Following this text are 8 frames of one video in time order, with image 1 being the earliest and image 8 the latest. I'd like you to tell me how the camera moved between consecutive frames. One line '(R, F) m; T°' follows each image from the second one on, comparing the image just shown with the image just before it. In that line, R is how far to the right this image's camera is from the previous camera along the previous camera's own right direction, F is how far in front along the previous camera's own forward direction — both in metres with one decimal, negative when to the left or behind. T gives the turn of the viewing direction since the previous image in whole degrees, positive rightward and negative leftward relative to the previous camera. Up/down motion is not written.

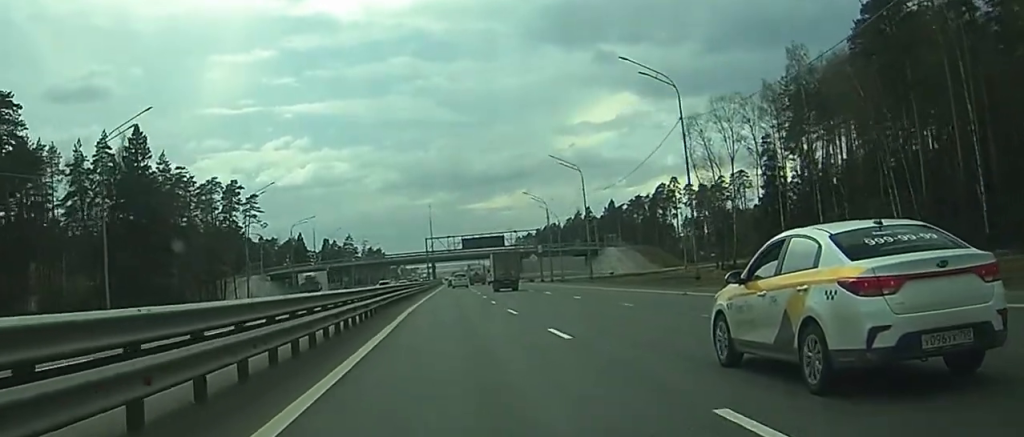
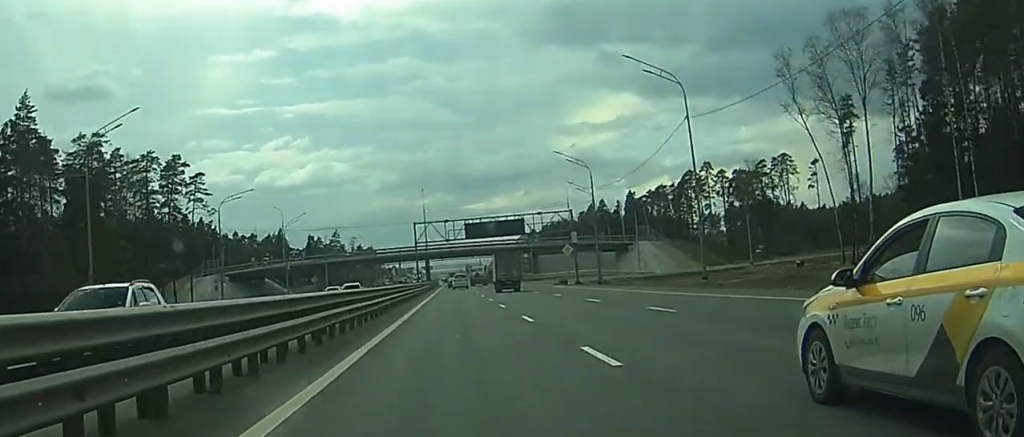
(-0.4, +41.0) m; -1°
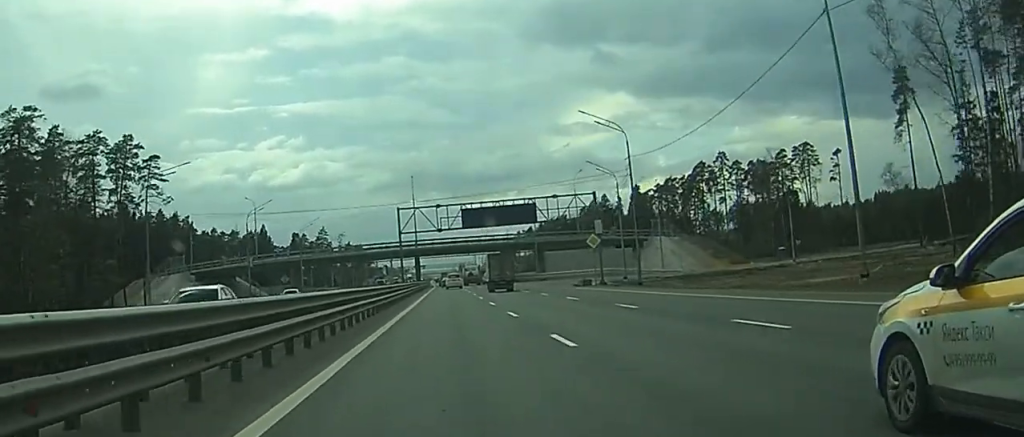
(+0.1, +21.0) m; 0°
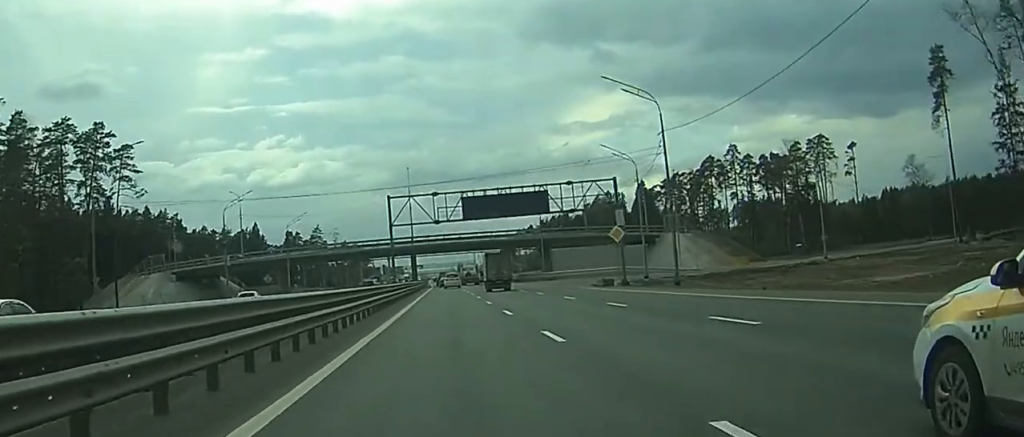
(0.0, +11.3) m; 0°
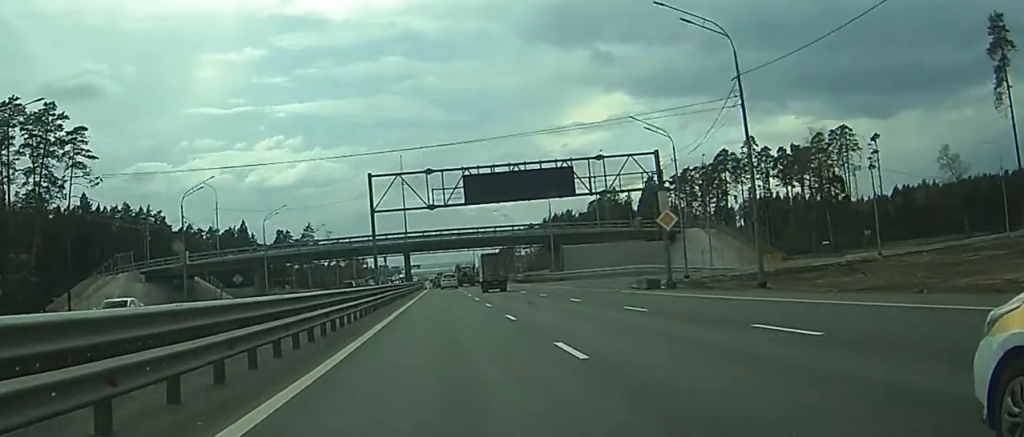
(0.0, +15.8) m; 0°
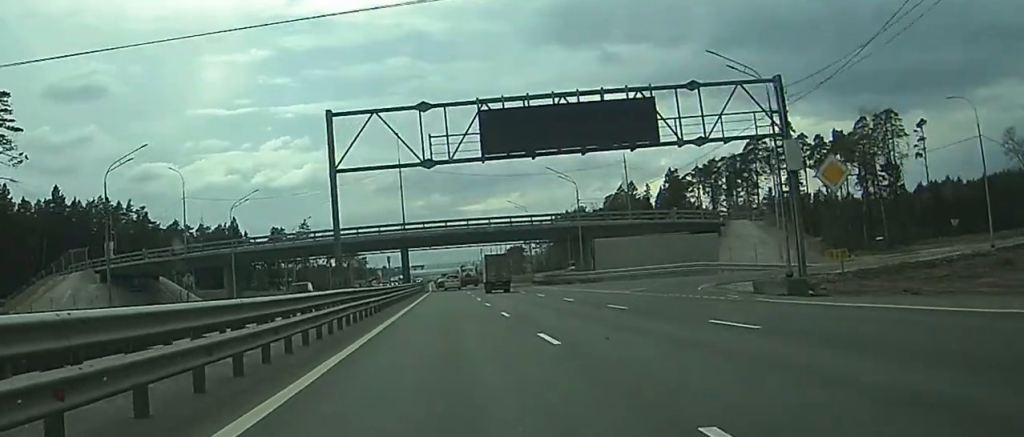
(0.0, +21.8) m; 0°
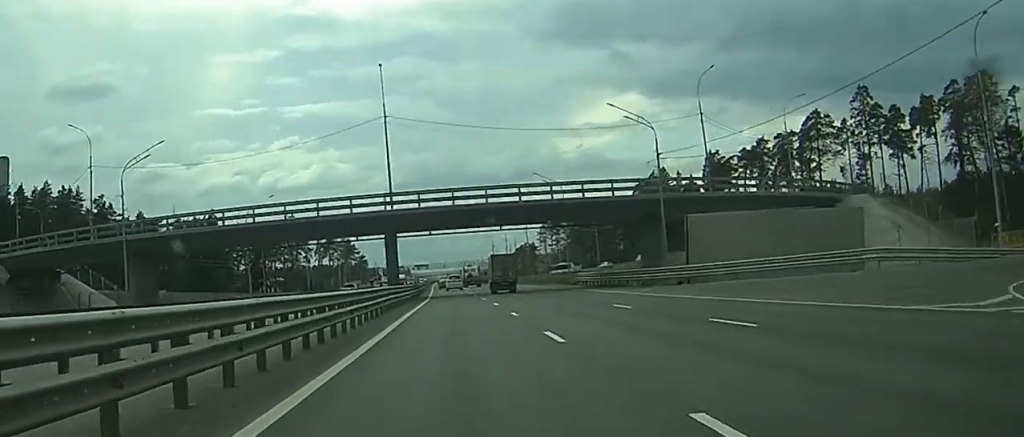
(+0.7, +36.9) m; +1°
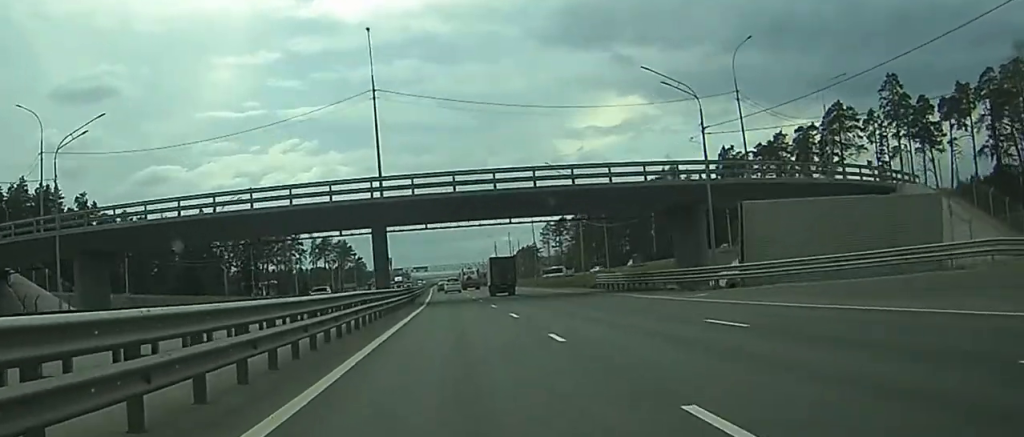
(-0.1, +12.1) m; 0°
